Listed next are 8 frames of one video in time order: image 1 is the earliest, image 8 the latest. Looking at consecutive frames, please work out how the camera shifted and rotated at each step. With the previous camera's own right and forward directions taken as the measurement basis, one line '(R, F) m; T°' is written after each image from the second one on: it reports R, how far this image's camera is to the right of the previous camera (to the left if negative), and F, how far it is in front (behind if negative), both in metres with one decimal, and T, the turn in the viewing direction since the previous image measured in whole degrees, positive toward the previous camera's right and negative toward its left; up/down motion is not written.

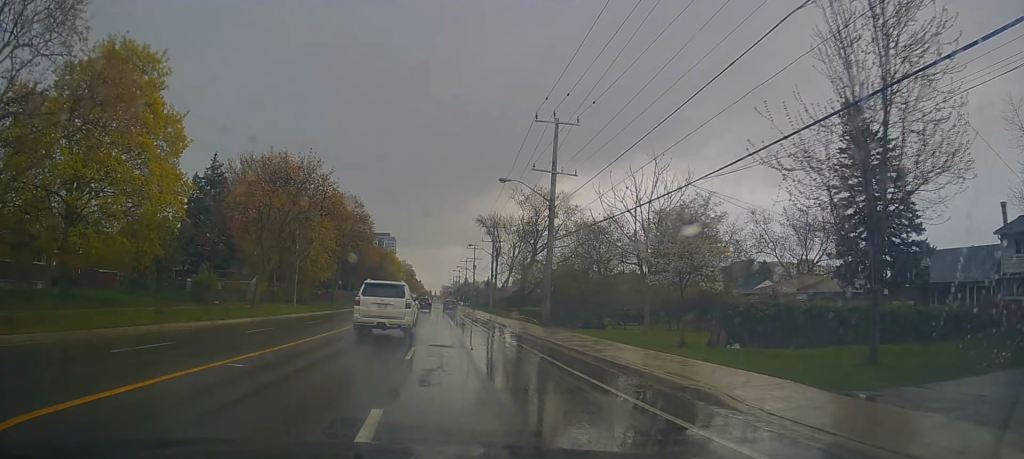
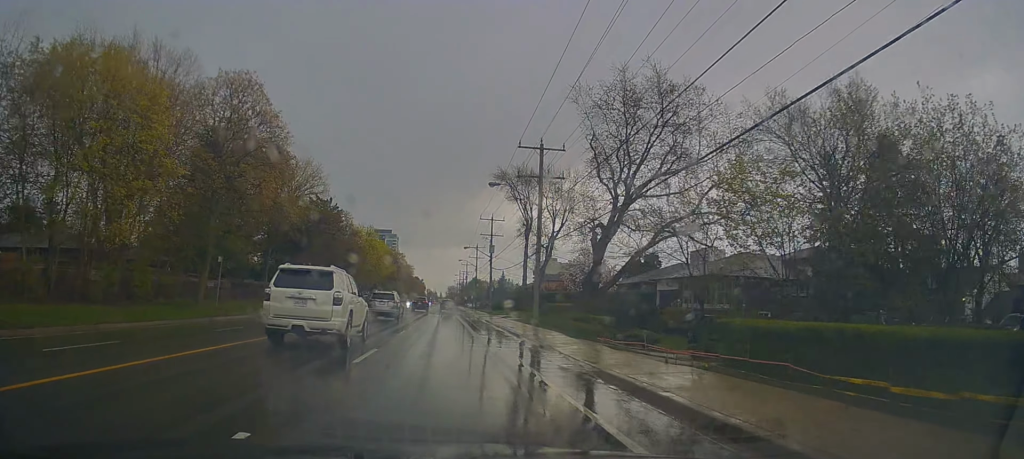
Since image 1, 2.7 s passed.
(0.0, +38.5) m; 0°
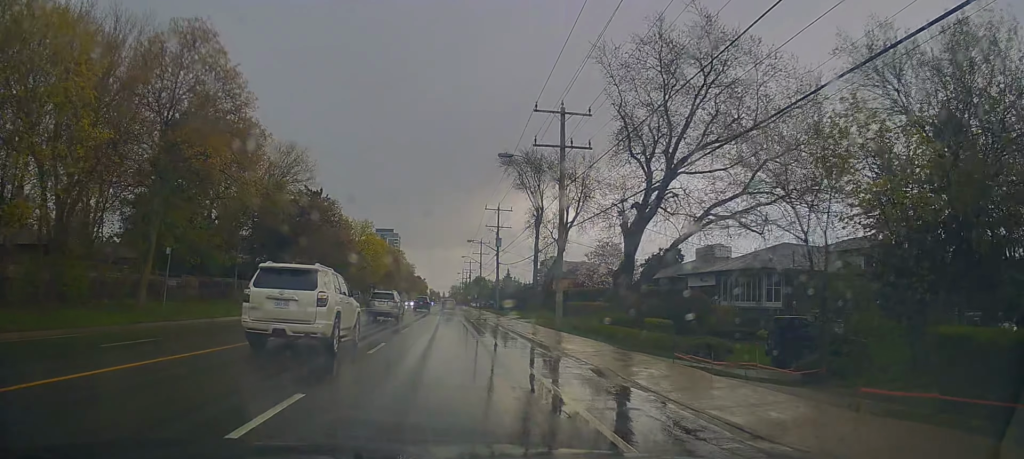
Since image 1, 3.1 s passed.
(-0.1, +6.9) m; -1°
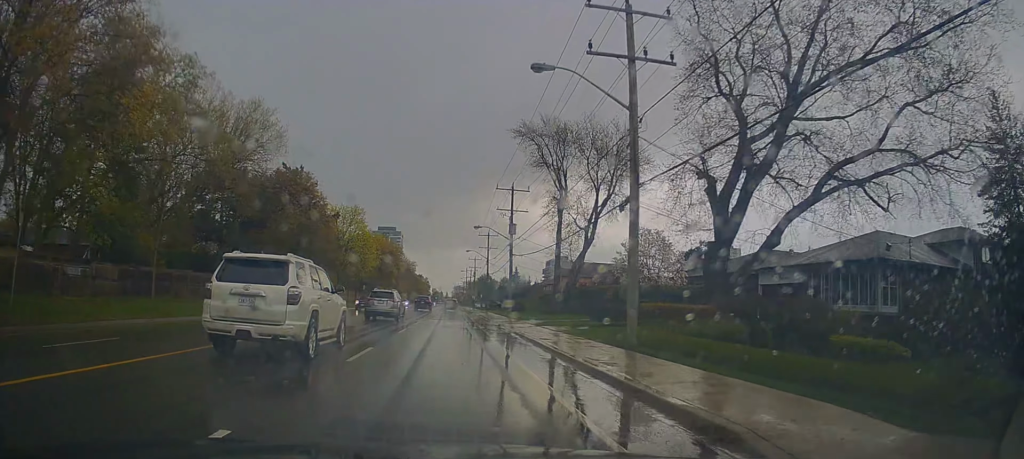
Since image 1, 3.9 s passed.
(+0.3, +11.3) m; 0°
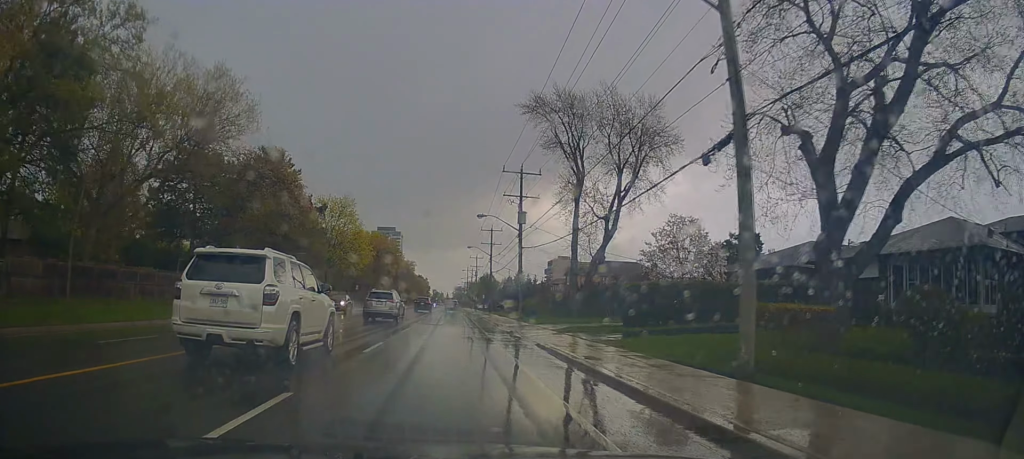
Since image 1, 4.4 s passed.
(-0.2, +7.1) m; +1°
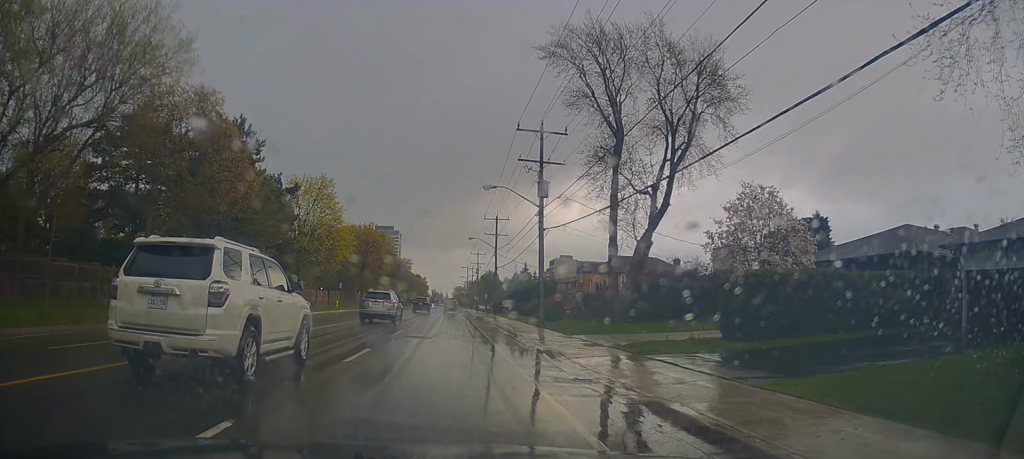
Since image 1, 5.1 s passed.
(-0.3, +10.6) m; +1°
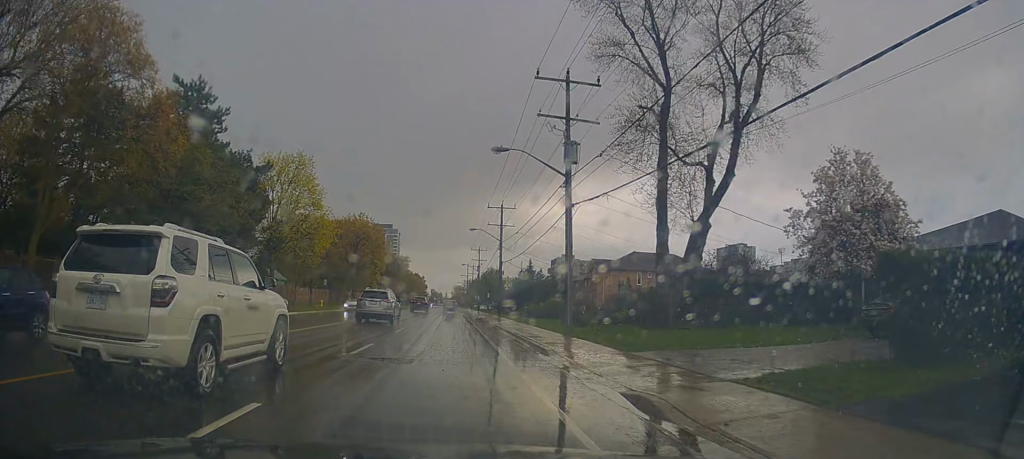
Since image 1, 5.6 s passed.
(+0.5, +8.2) m; 0°
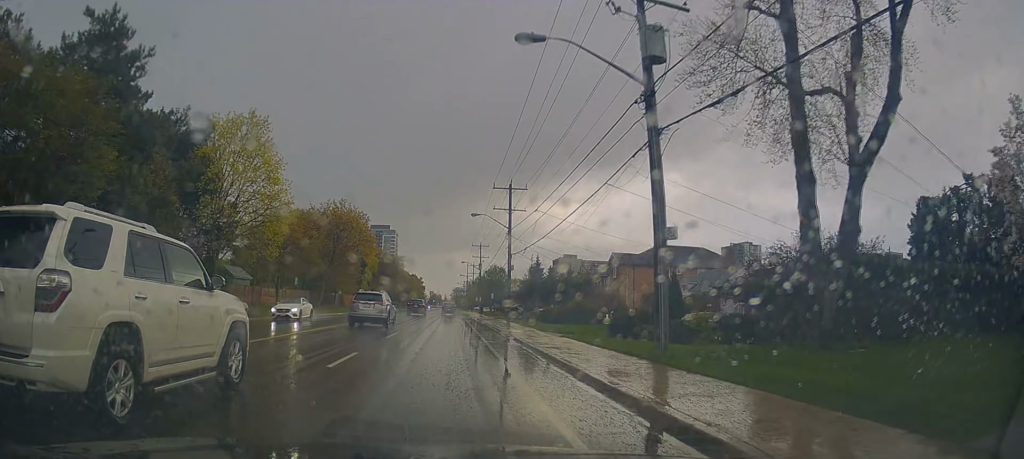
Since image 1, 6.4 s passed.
(0.0, +11.0) m; -1°
